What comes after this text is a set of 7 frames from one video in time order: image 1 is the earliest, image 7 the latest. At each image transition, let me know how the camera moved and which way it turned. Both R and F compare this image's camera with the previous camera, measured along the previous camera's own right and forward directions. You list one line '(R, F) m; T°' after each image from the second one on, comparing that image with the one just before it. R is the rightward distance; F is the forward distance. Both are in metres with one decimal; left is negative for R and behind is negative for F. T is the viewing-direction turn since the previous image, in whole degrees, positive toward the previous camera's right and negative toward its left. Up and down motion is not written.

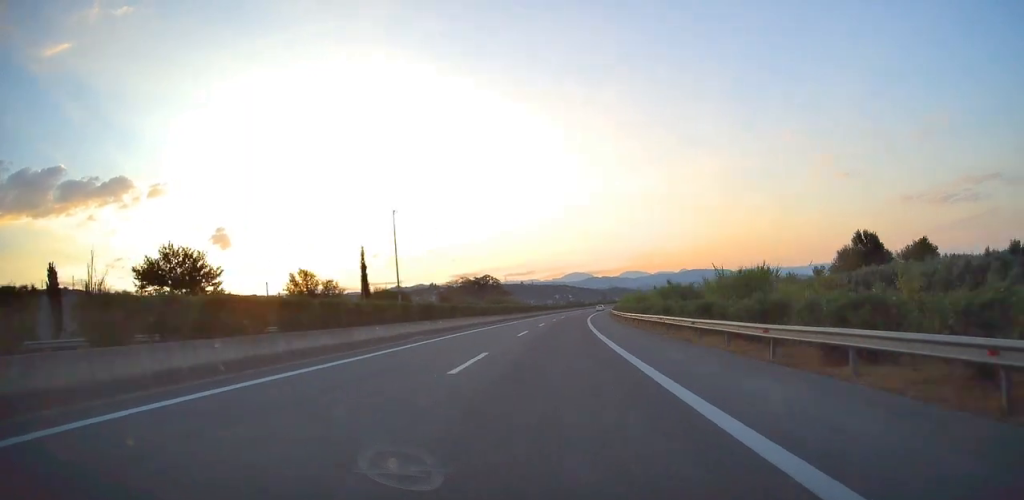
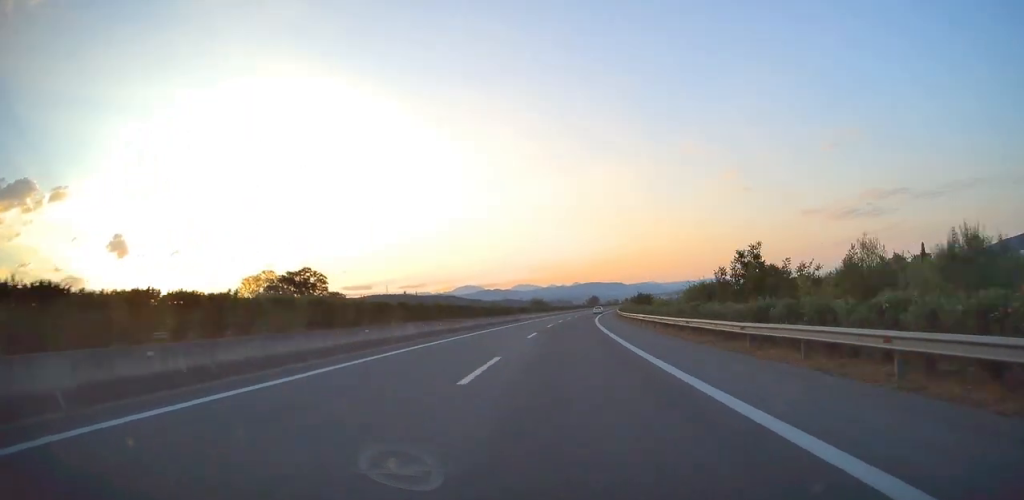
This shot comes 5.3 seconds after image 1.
(+10.5, +145.5) m; +7°
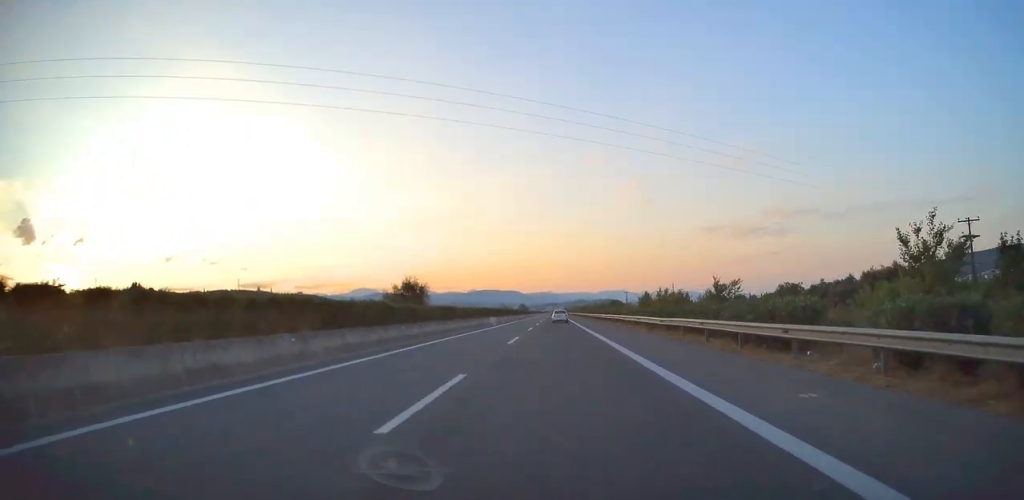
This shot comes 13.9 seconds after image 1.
(+19.6, +206.9) m; +8°
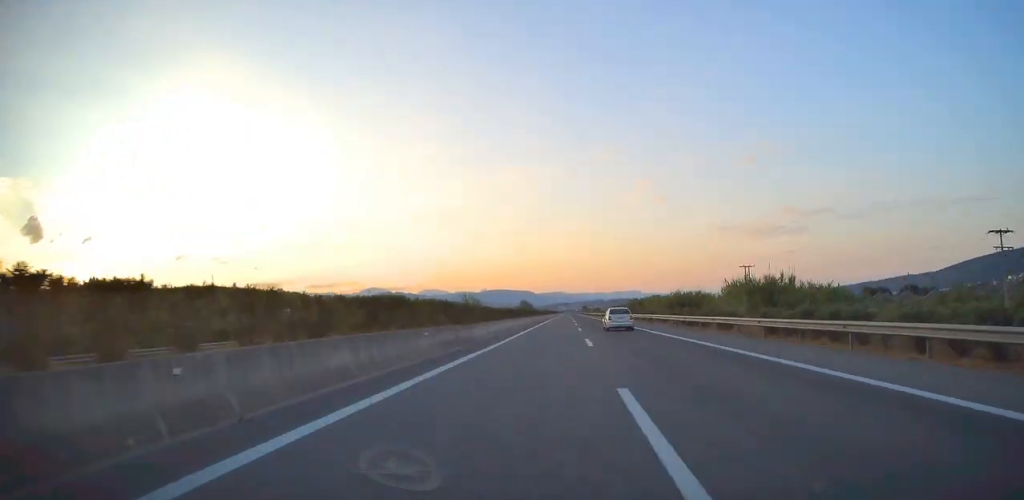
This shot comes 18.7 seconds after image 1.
(+2.7, +103.2) m; +3°
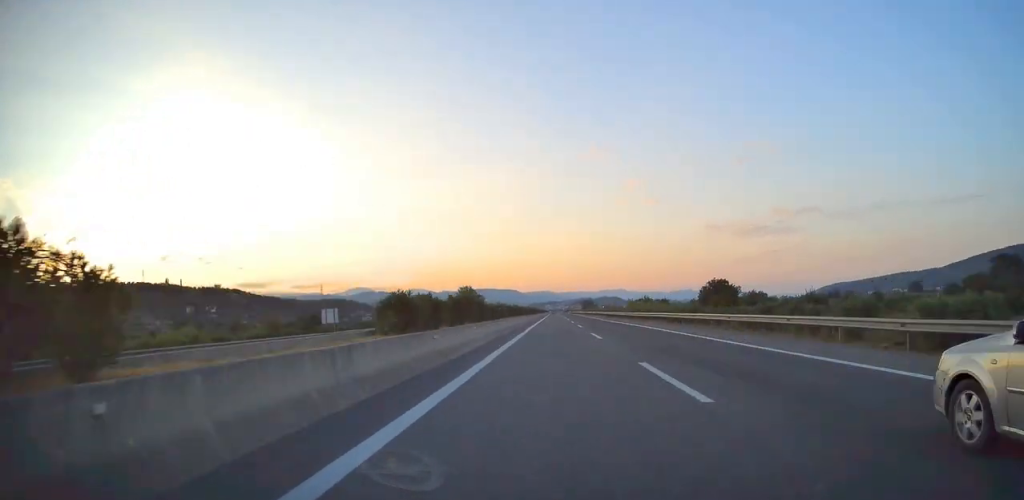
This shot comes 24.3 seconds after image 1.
(+4.0, +228.0) m; +1°
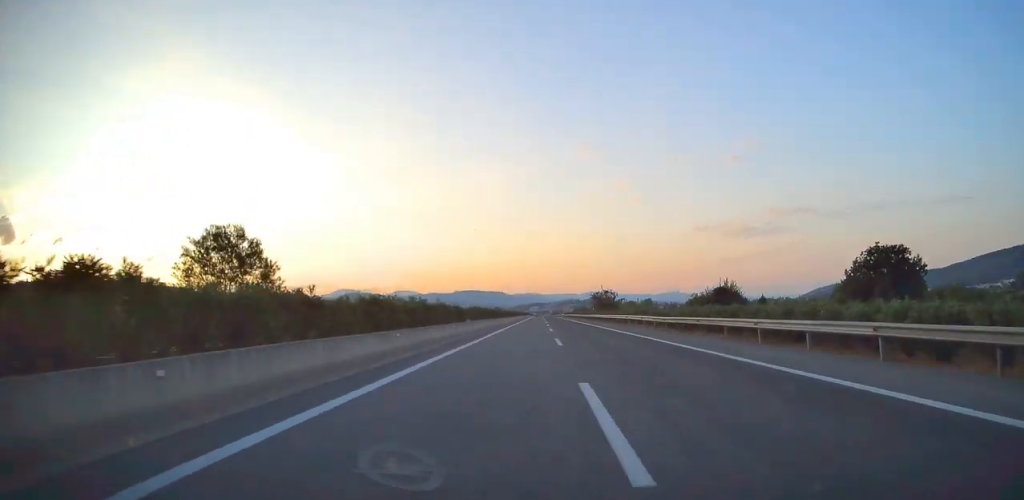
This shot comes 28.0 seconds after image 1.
(+0.9, +165.0) m; 0°
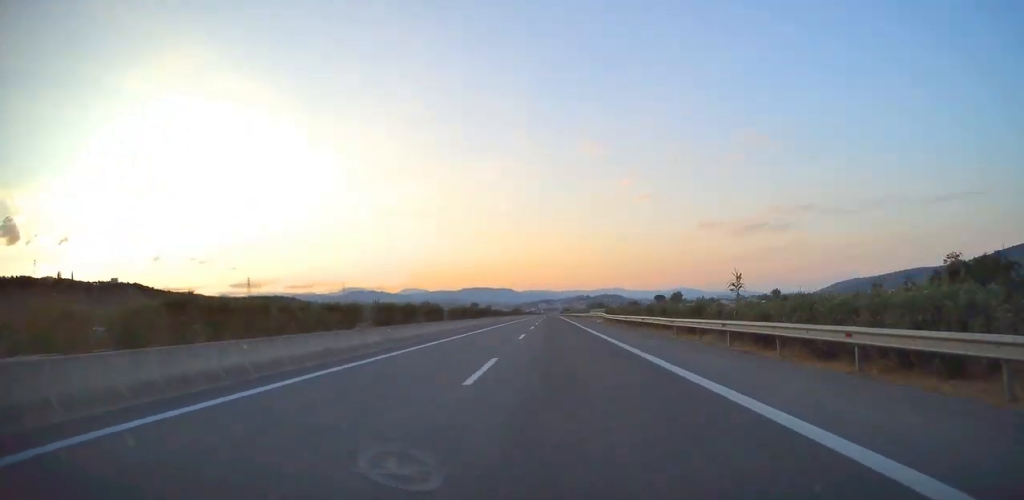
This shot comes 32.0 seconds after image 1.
(+1.0, +201.9) m; 0°
